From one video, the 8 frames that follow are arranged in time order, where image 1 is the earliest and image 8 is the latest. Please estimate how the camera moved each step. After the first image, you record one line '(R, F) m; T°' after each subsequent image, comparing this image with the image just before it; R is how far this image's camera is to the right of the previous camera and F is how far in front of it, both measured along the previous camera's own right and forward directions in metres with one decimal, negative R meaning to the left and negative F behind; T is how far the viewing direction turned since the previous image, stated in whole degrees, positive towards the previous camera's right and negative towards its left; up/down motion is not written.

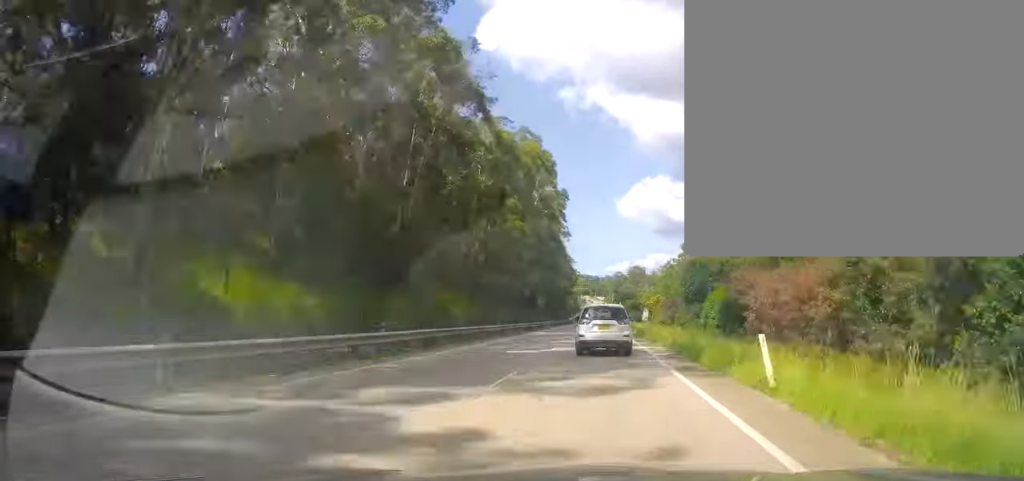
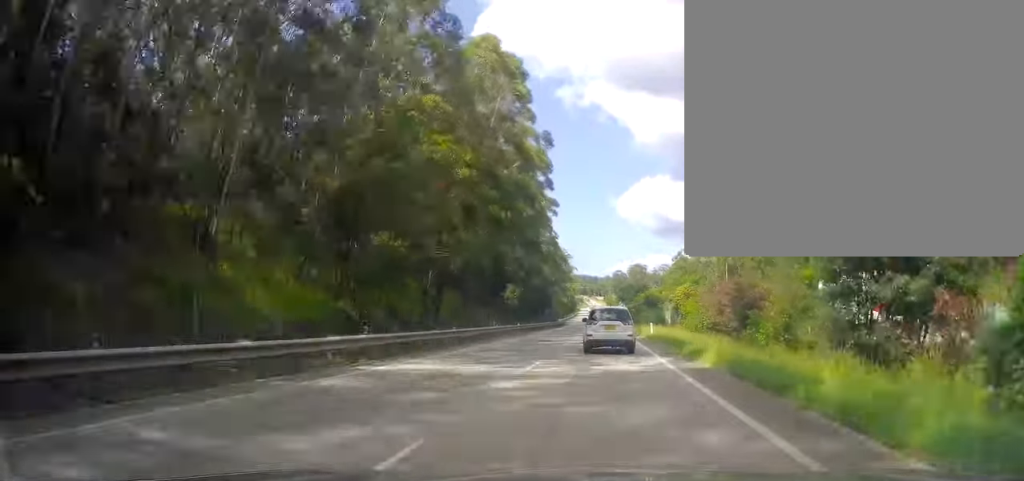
(0.0, +32.0) m; 0°
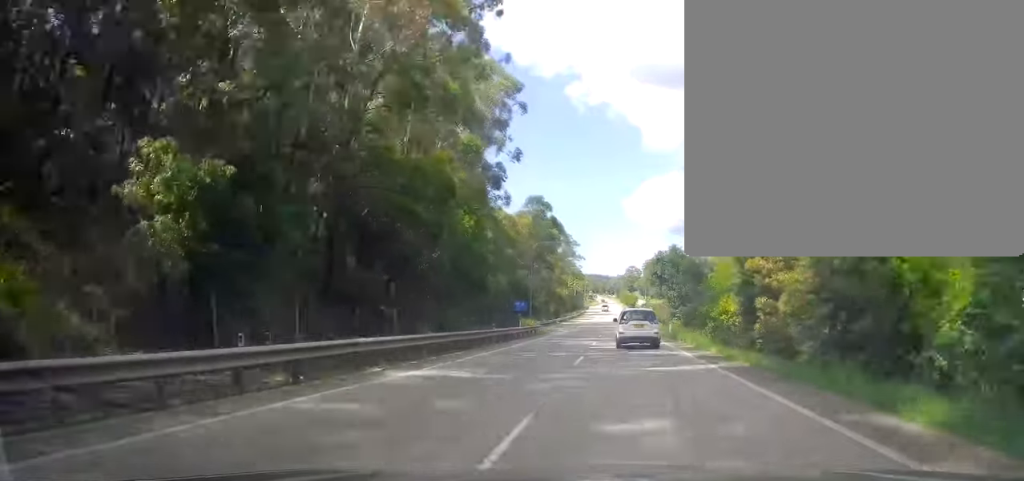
(+0.1, +58.4) m; -1°
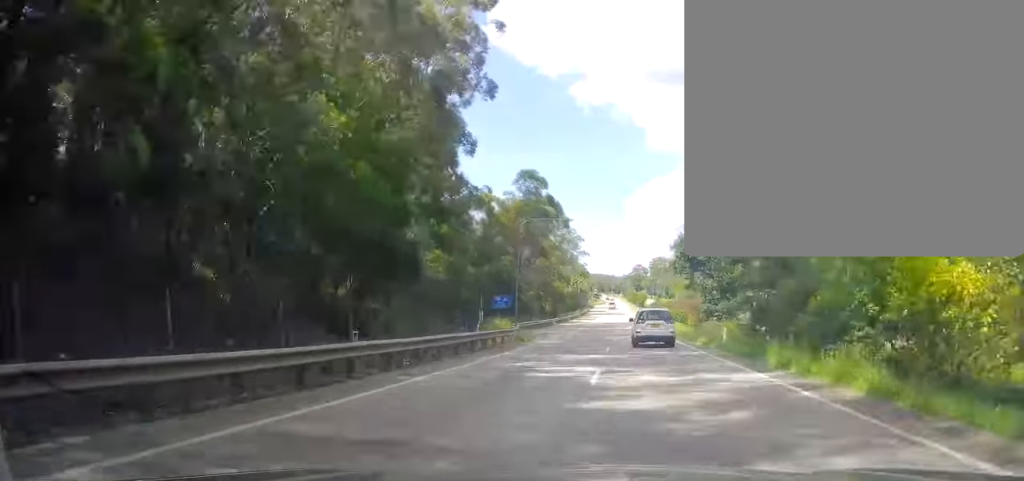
(-0.3, +17.0) m; -1°
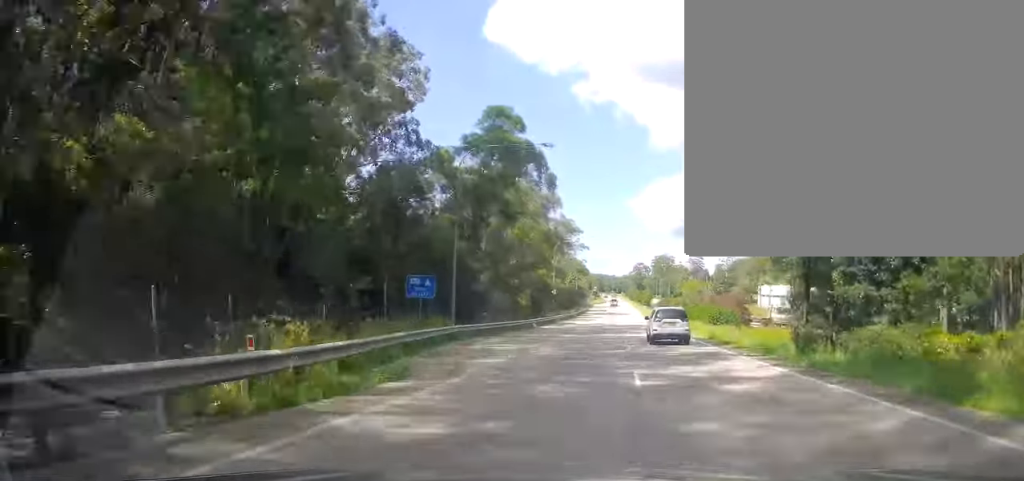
(-0.2, +24.2) m; 0°
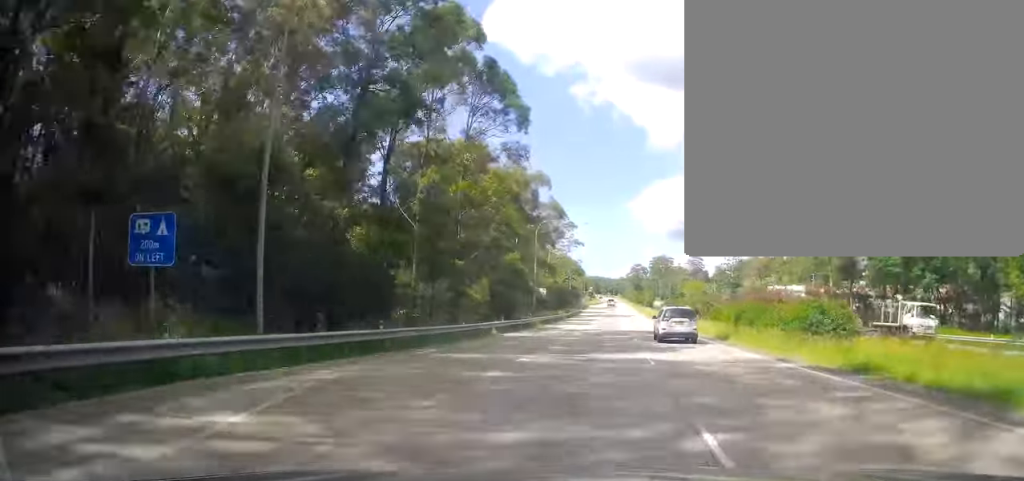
(+0.1, +18.9) m; +1°
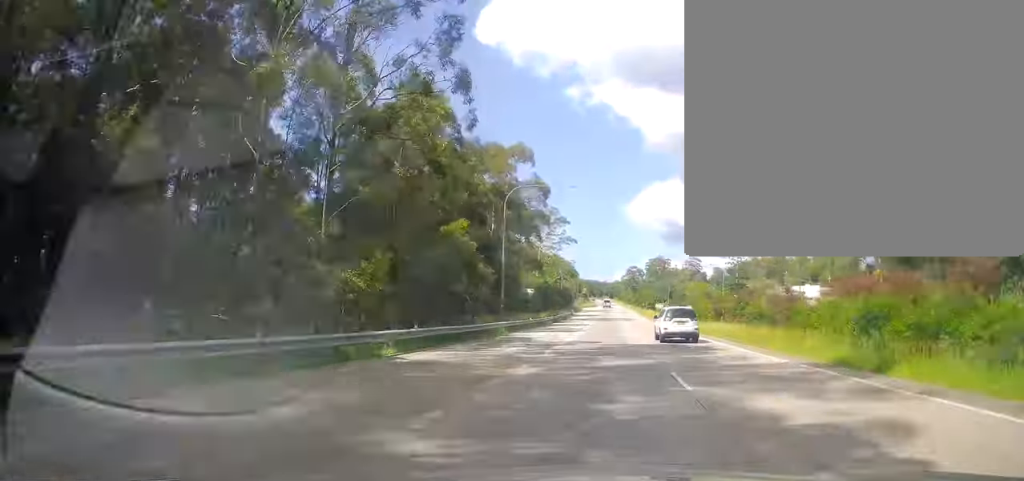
(+0.3, +17.4) m; 0°
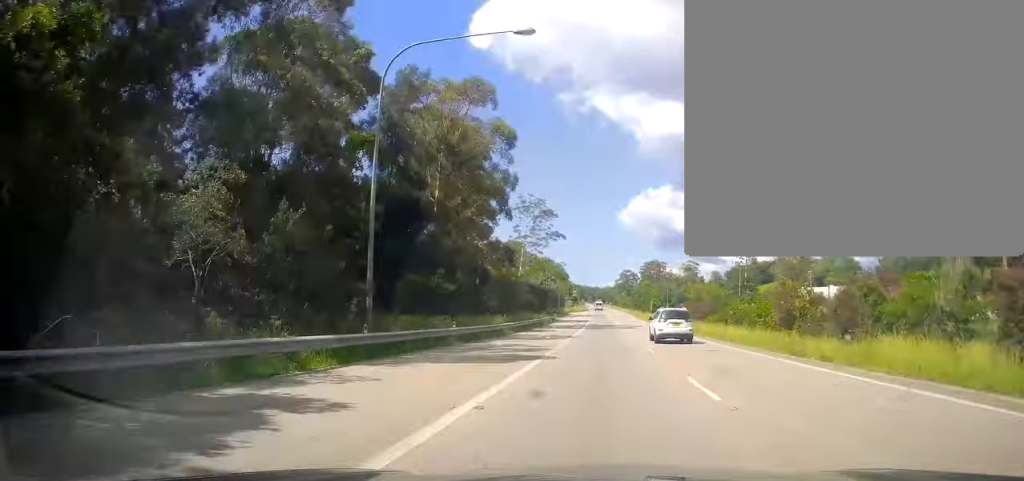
(-0.3, +24.9) m; 0°
